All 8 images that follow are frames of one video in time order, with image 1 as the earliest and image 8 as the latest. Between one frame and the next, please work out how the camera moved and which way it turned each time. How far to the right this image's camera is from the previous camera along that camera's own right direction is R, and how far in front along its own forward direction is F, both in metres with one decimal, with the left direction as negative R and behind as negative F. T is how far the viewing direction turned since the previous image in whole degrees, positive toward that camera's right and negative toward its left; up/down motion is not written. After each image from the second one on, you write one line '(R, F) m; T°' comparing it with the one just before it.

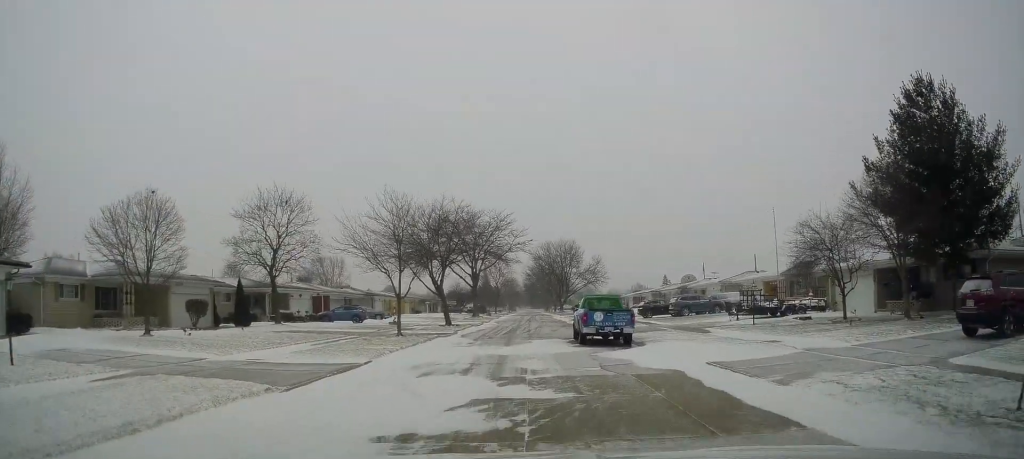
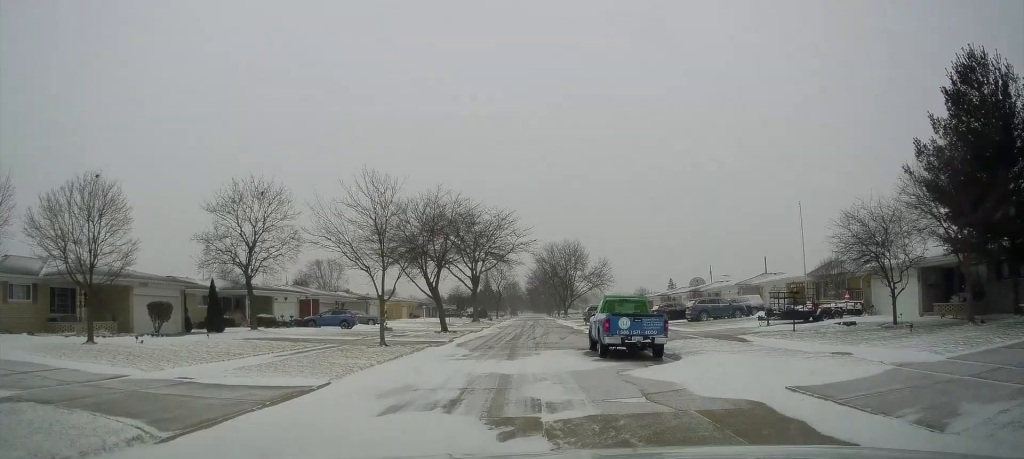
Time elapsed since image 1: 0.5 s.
(+0.2, +4.2) m; +1°
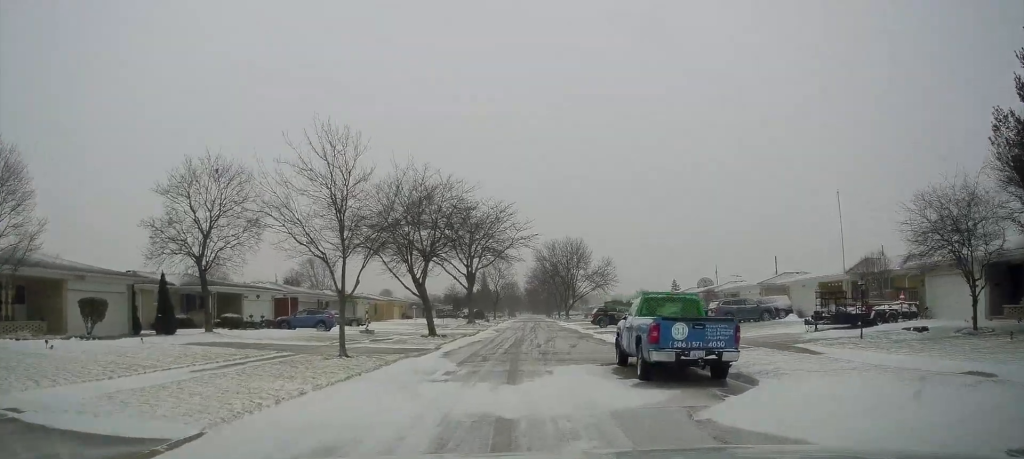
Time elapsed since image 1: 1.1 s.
(-0.2, +6.0) m; 0°
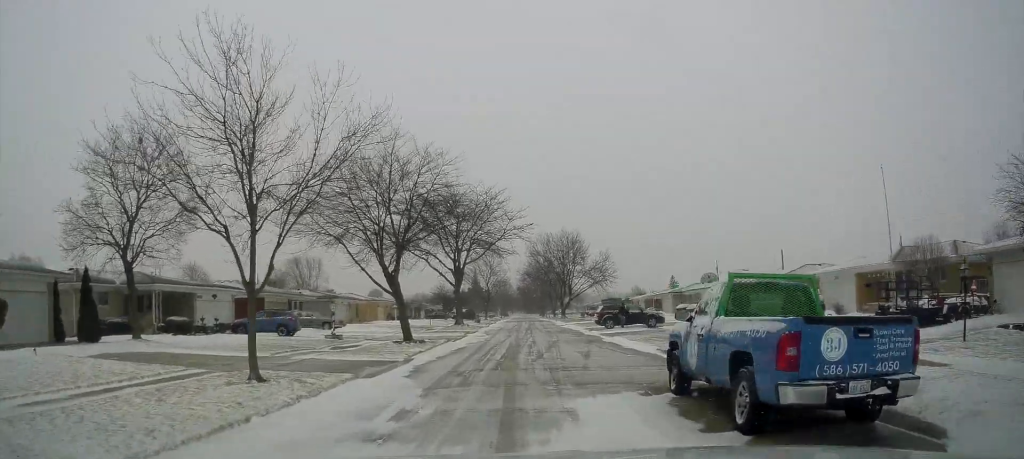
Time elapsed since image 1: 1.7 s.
(0.0, +6.0) m; +1°
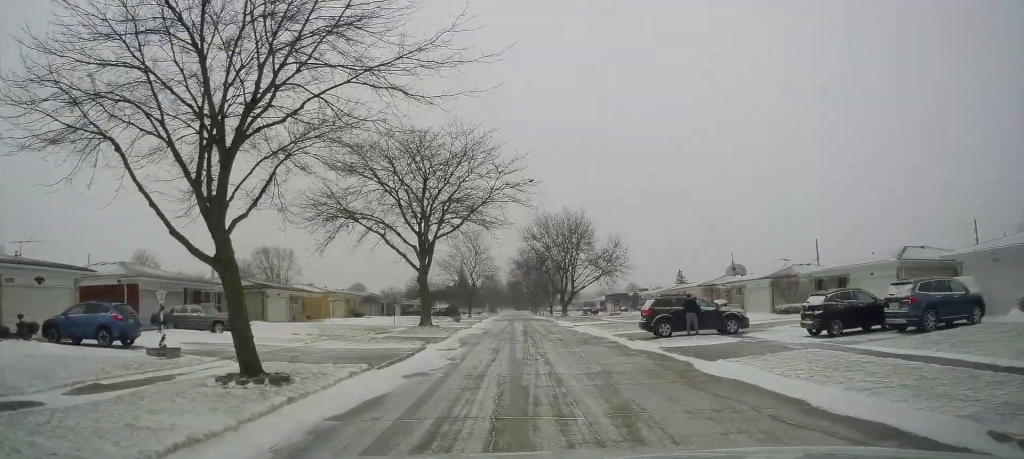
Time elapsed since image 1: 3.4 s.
(+0.4, +16.7) m; +2°
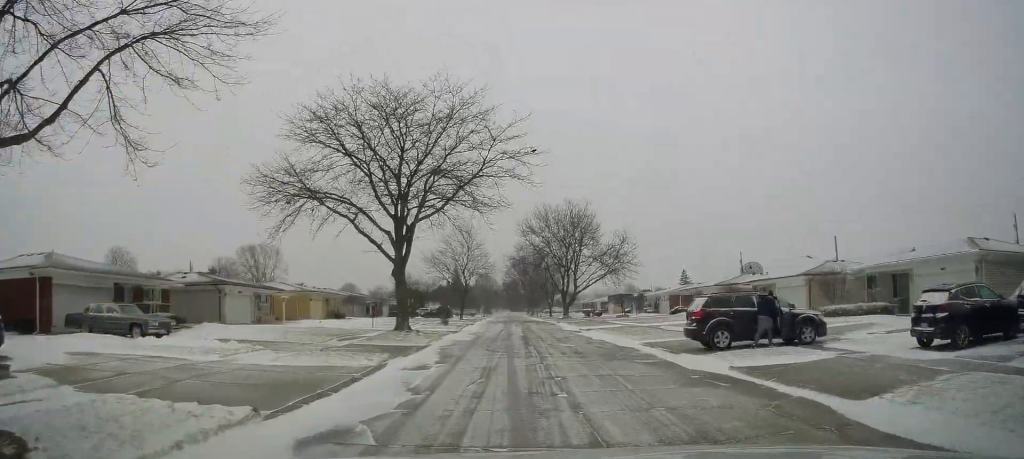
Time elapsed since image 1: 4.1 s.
(0.0, +7.3) m; 0°
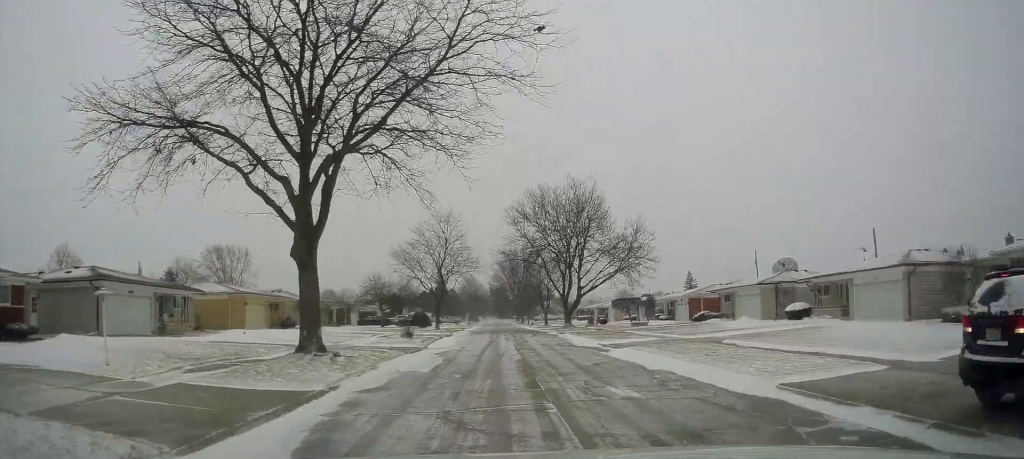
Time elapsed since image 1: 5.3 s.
(0.0, +13.1) m; 0°
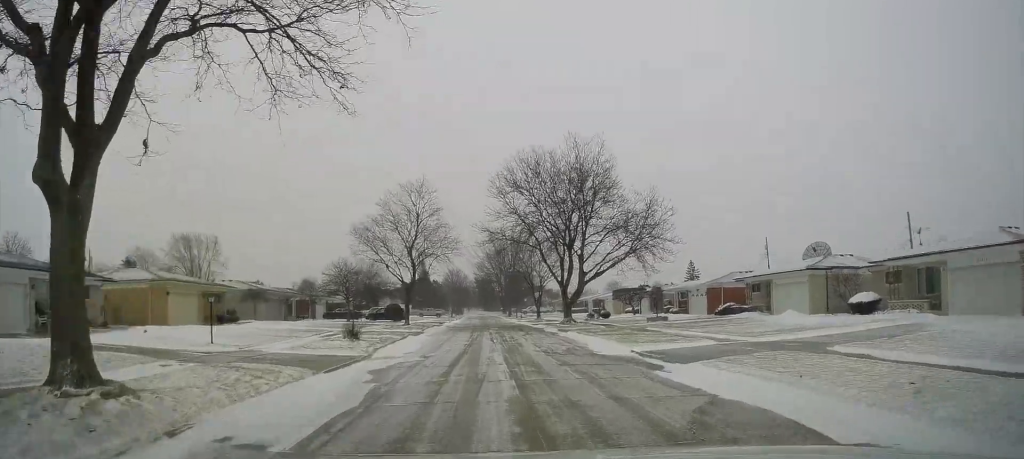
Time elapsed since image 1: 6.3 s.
(0.0, +10.1) m; +2°
